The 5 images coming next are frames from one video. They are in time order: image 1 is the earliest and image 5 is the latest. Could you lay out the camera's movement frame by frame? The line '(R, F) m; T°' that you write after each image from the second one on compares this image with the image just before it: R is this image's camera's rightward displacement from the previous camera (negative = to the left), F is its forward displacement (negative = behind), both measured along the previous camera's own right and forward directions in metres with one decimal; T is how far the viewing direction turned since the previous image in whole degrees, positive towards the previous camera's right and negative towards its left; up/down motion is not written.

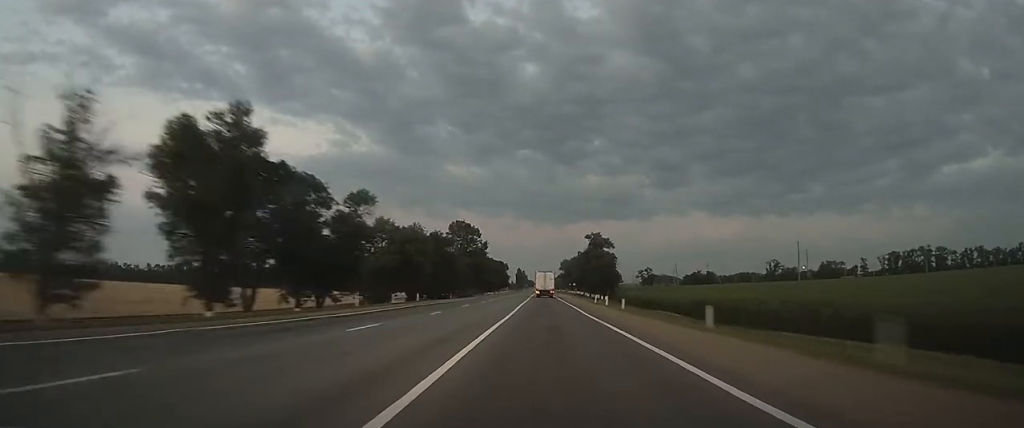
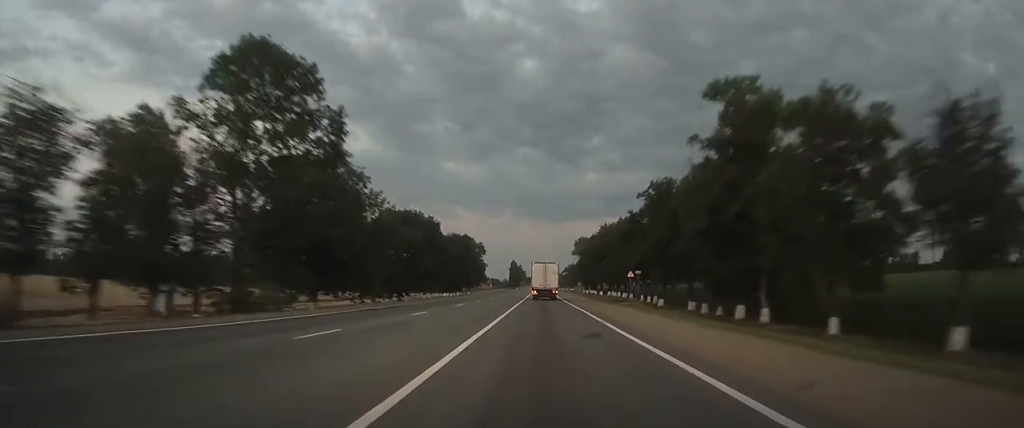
(-0.2, +111.5) m; -1°
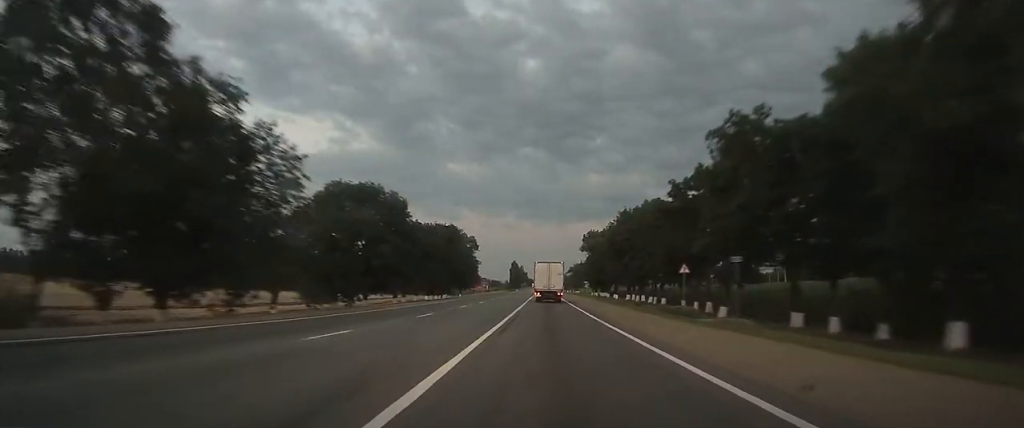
(0.0, +24.0) m; 0°
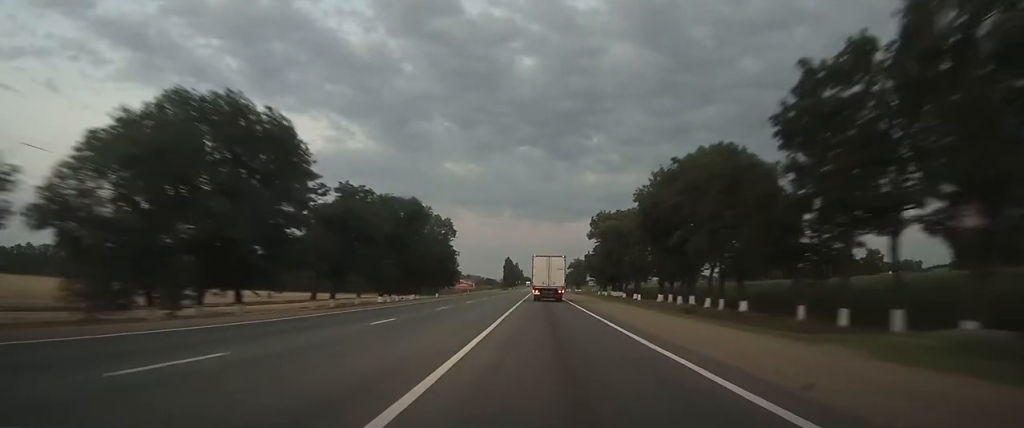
(0.0, +30.1) m; 0°
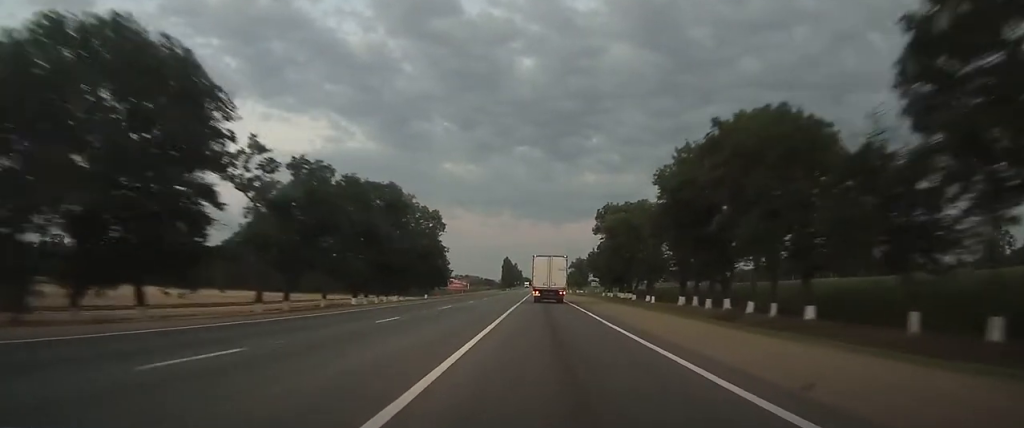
(+0.1, +11.2) m; 0°
